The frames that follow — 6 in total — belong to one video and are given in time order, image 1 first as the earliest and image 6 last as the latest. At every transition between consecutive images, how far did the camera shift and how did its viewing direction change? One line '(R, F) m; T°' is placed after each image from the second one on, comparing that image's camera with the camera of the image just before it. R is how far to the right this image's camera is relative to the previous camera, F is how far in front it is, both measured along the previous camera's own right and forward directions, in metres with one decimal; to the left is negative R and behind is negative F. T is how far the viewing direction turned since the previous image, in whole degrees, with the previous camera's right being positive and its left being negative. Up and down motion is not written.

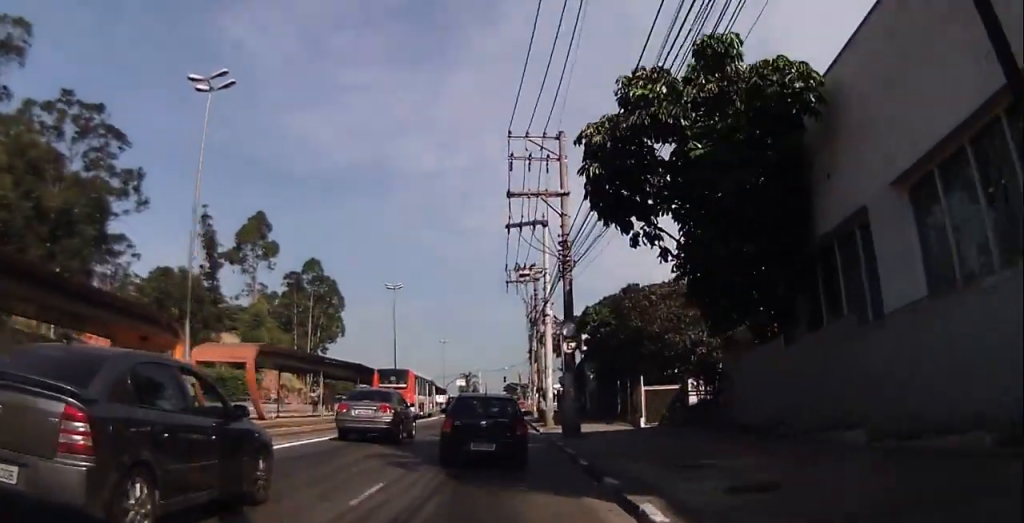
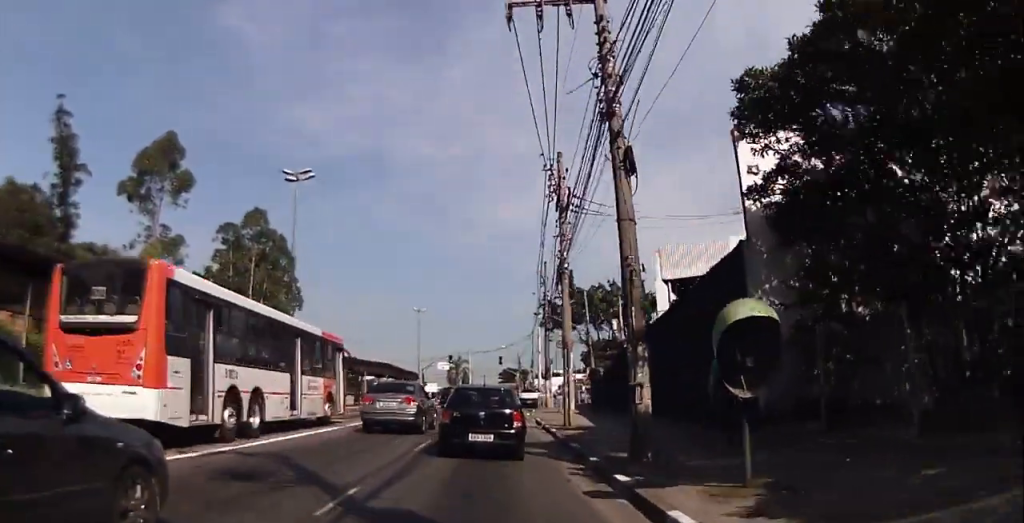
(+0.4, +32.2) m; 0°
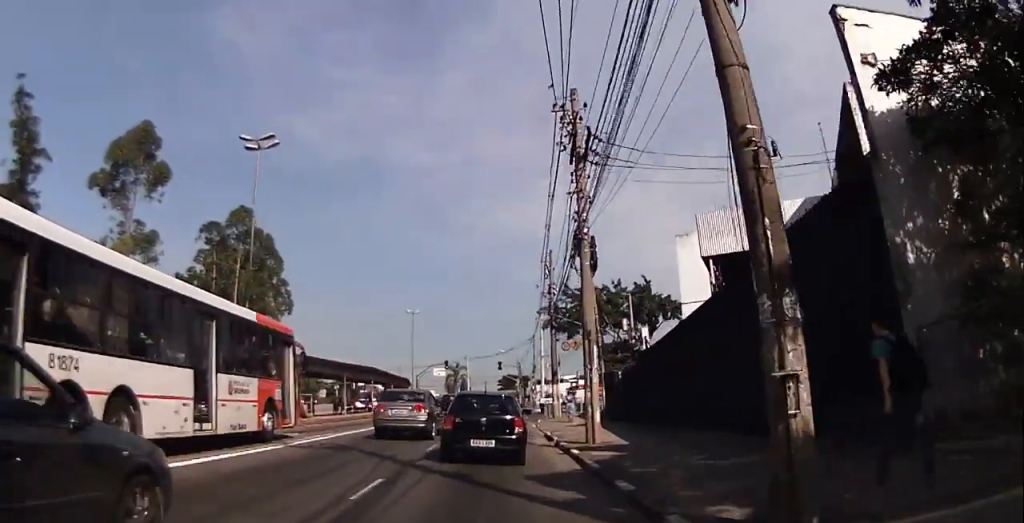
(-0.1, +6.0) m; +1°
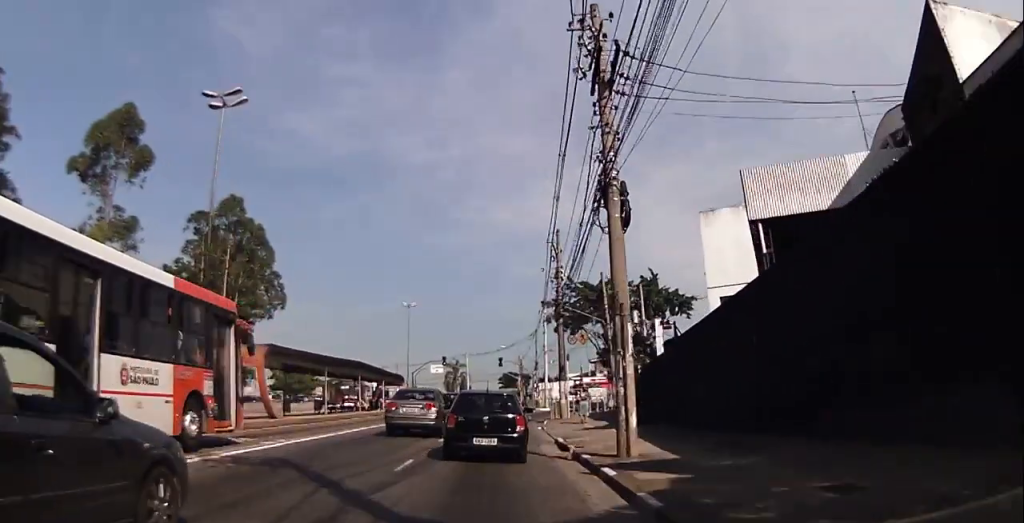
(-0.2, +4.5) m; +2°
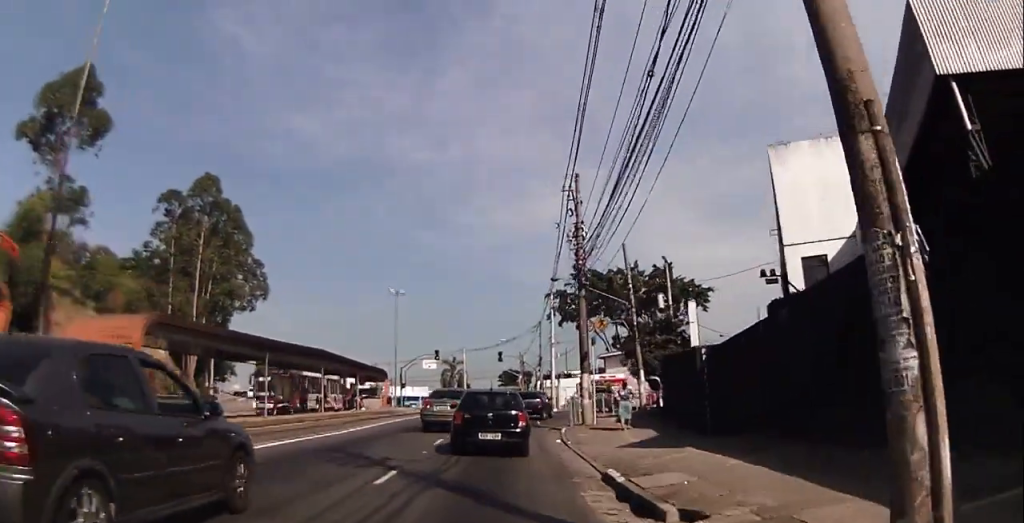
(+0.7, +8.9) m; 0°
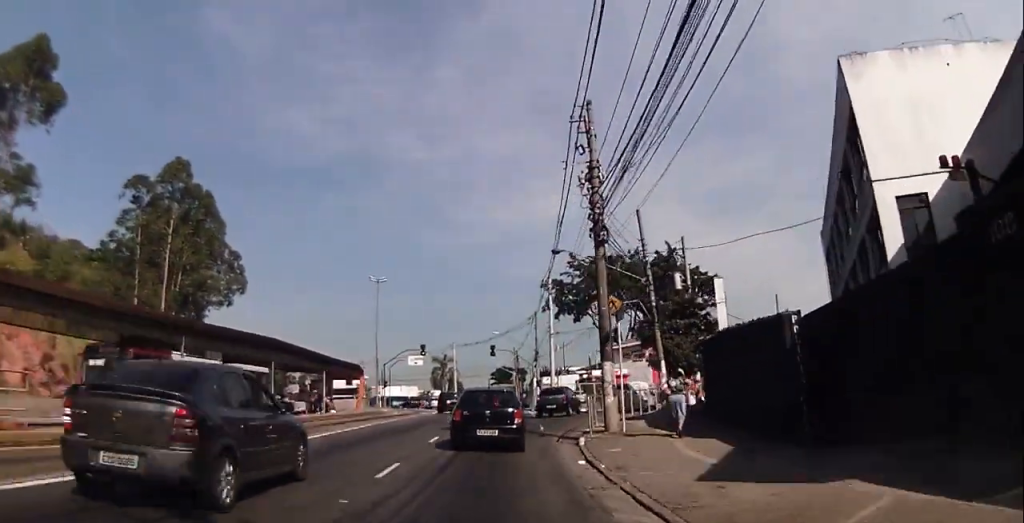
(-0.5, +6.4) m; 0°
